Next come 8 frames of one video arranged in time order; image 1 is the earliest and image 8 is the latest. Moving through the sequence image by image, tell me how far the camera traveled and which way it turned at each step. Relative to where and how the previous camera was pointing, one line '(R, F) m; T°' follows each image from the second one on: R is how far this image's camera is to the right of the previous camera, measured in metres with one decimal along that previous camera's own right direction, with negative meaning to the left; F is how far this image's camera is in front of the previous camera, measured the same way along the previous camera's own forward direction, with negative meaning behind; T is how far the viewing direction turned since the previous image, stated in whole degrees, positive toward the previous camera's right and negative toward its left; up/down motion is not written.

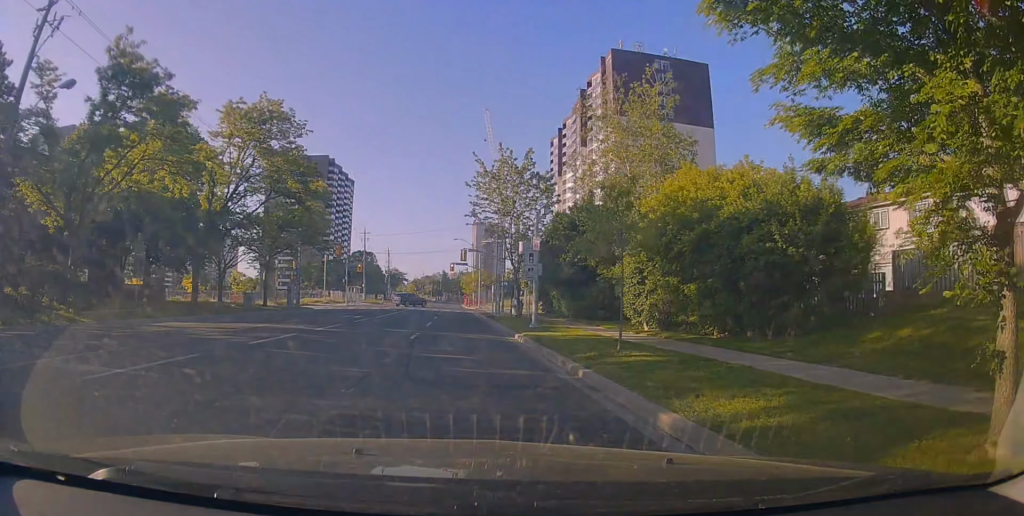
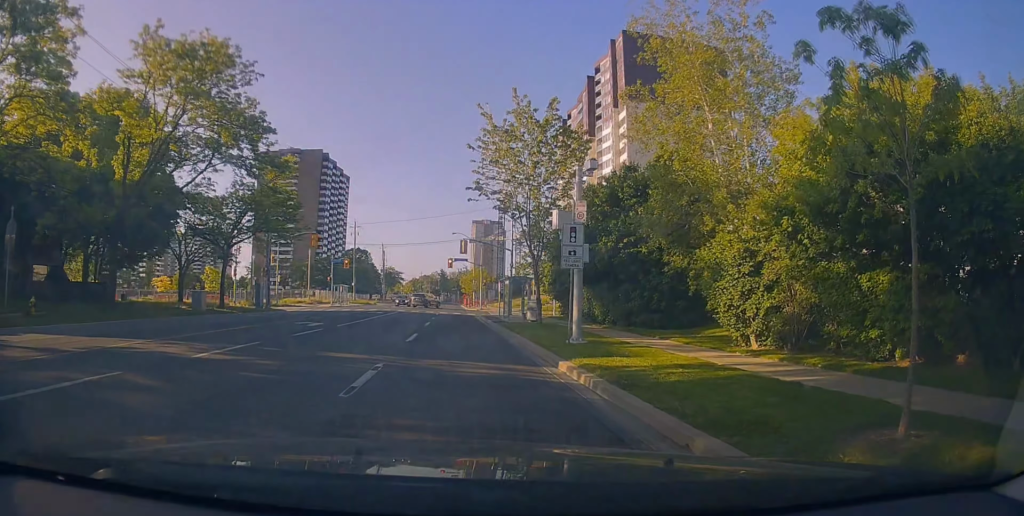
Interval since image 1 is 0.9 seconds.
(+0.1, +9.7) m; 0°
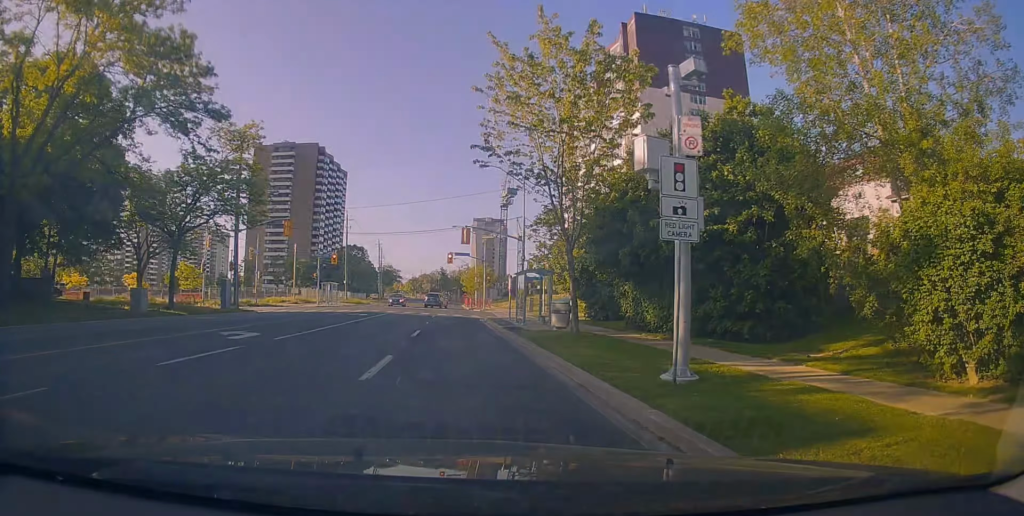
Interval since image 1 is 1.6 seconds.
(-0.1, +8.0) m; 0°
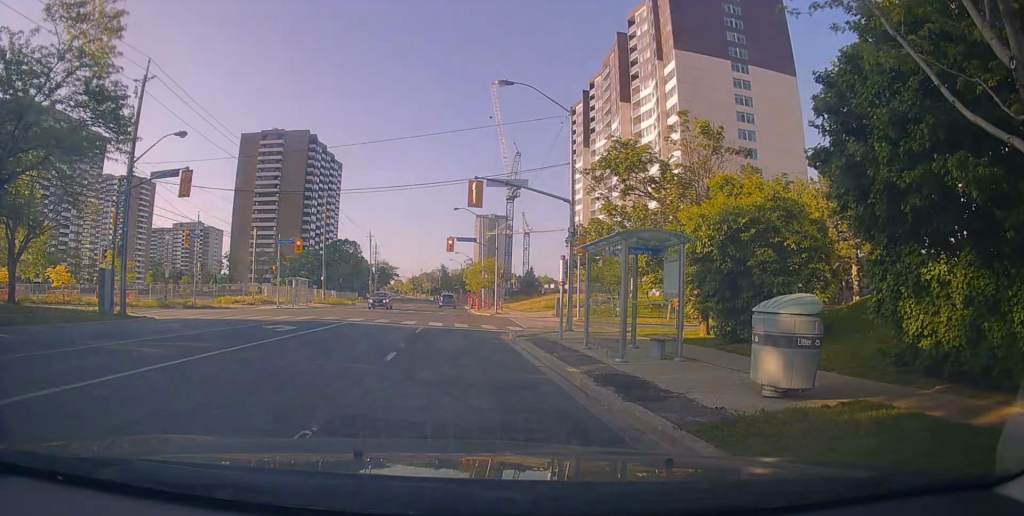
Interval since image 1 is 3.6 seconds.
(+1.1, +17.5) m; +2°
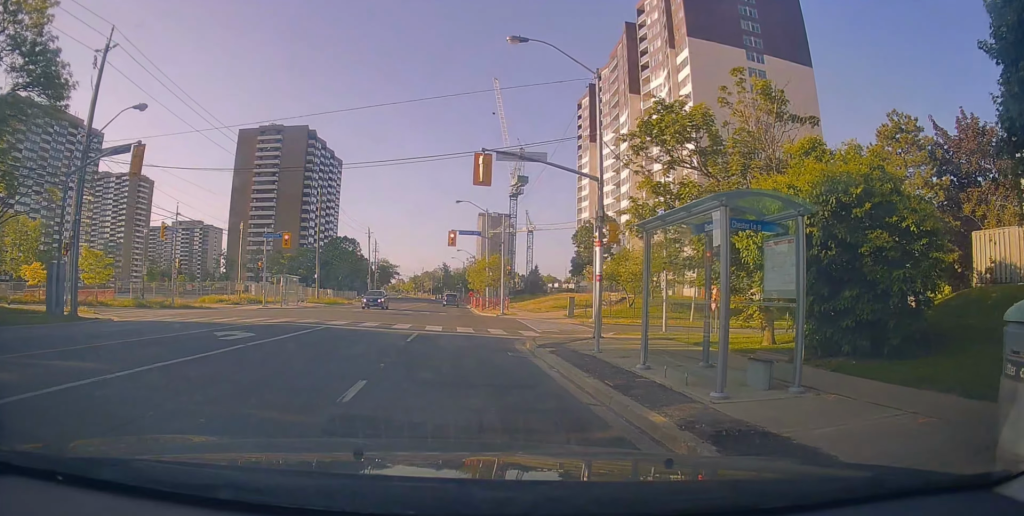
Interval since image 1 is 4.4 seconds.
(-0.5, +5.2) m; -4°
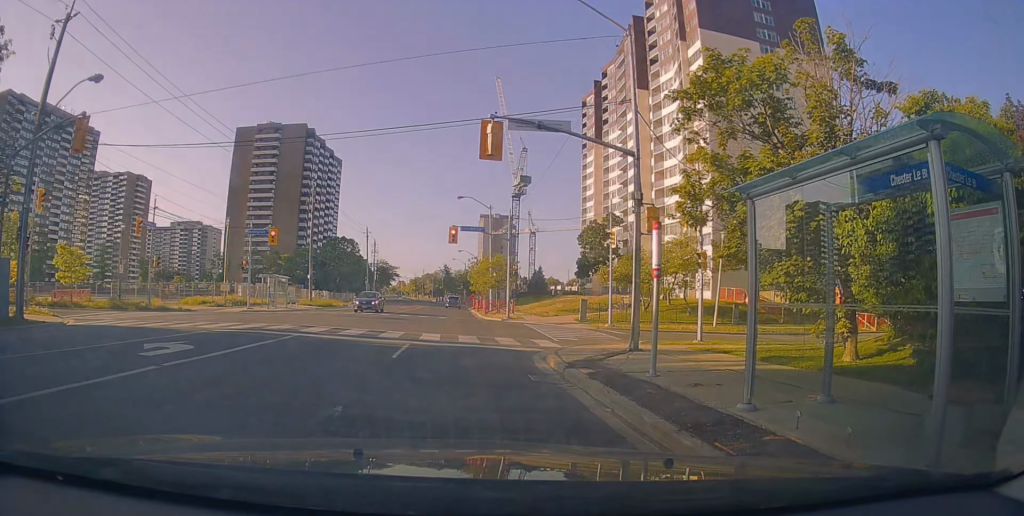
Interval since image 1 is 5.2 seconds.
(+0.1, +4.4) m; +1°
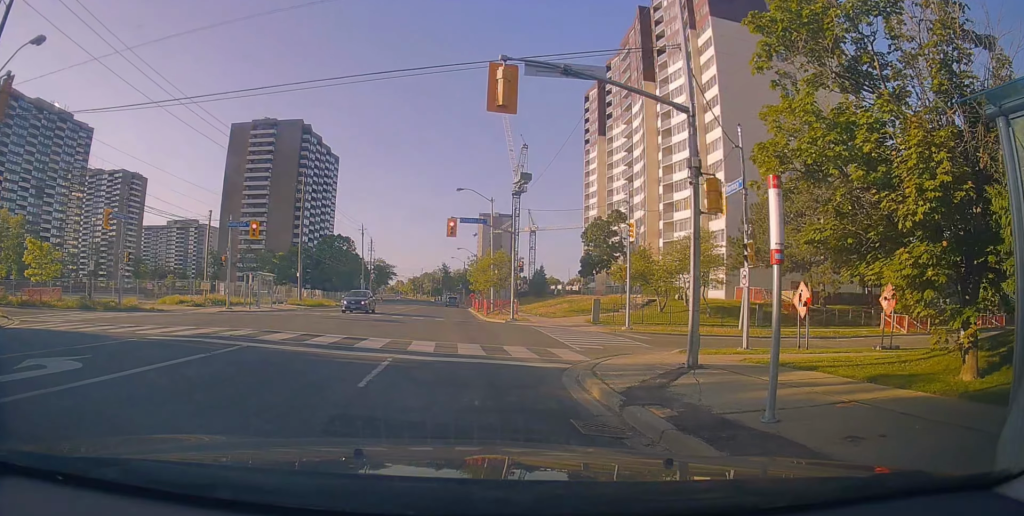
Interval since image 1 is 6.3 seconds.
(0.0, +4.7) m; +3°
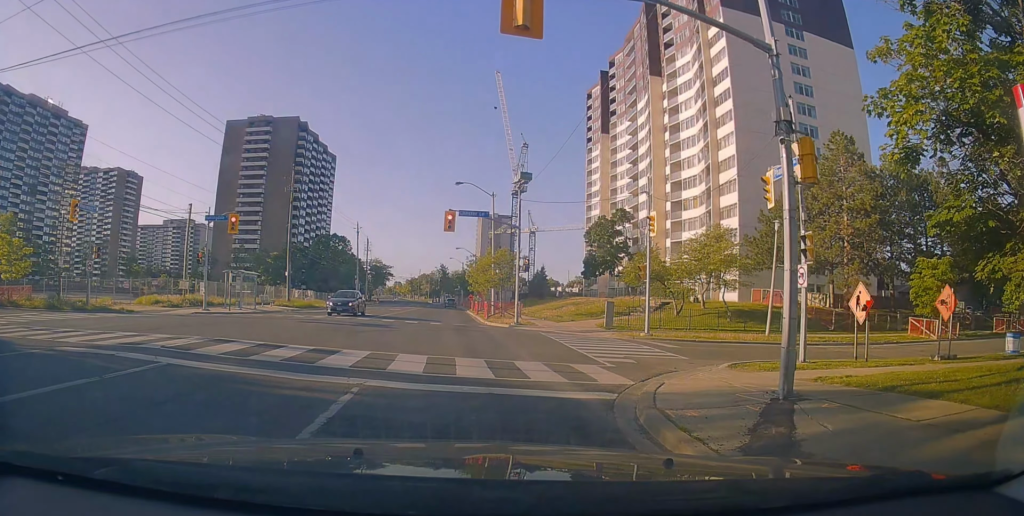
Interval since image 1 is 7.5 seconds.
(+0.2, +4.1) m; 0°
